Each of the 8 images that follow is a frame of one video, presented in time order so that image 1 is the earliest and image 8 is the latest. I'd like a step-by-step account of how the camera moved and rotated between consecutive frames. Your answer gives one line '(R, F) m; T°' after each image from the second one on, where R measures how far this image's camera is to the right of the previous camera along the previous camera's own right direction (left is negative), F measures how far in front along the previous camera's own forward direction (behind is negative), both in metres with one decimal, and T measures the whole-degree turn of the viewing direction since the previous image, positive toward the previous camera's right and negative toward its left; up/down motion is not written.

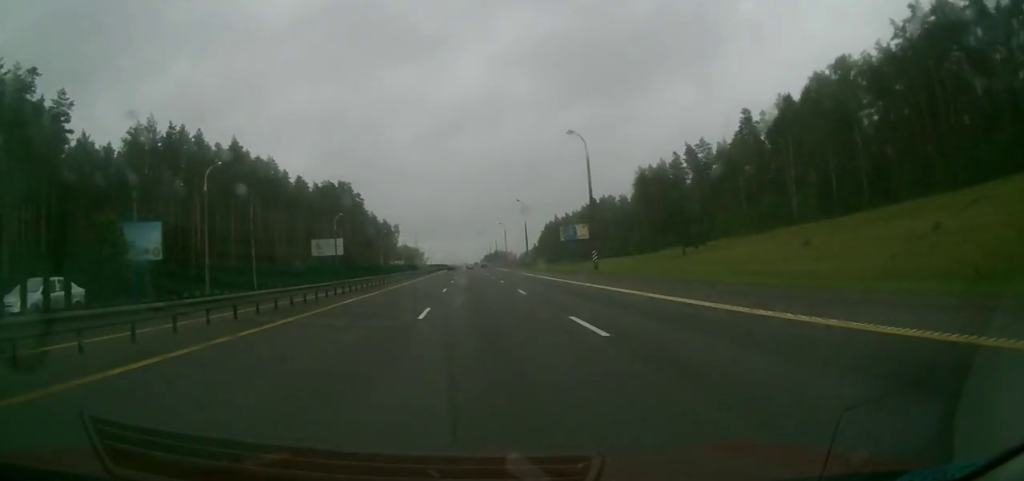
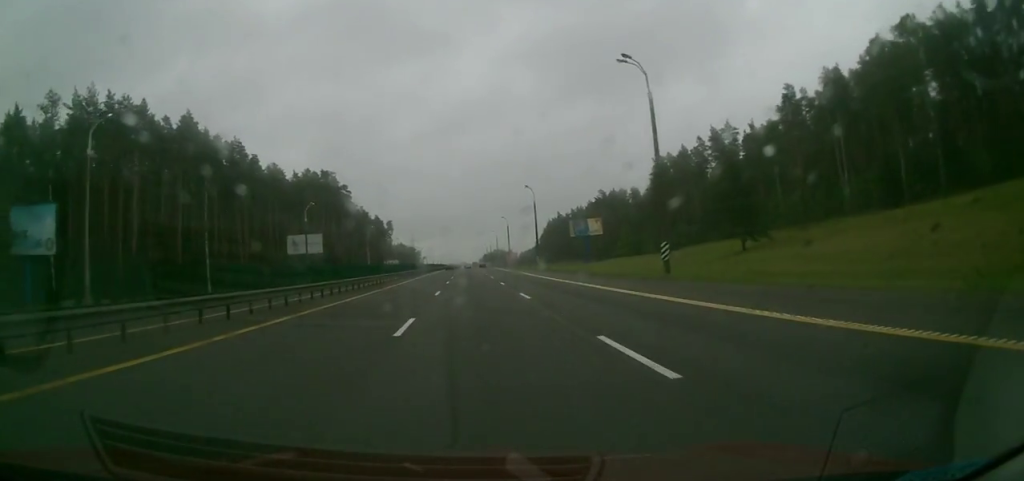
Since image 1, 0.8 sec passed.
(0.0, +20.1) m; 0°
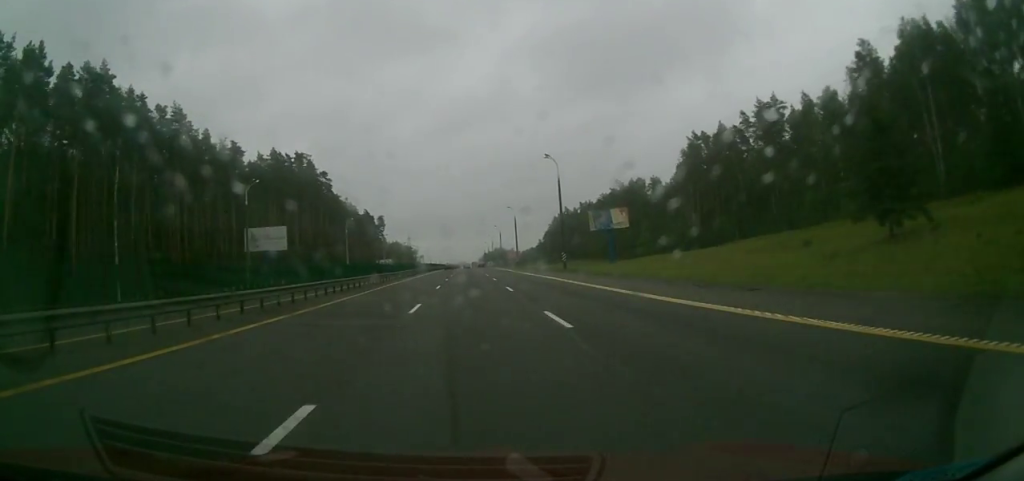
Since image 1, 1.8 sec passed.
(0.0, +26.2) m; +1°
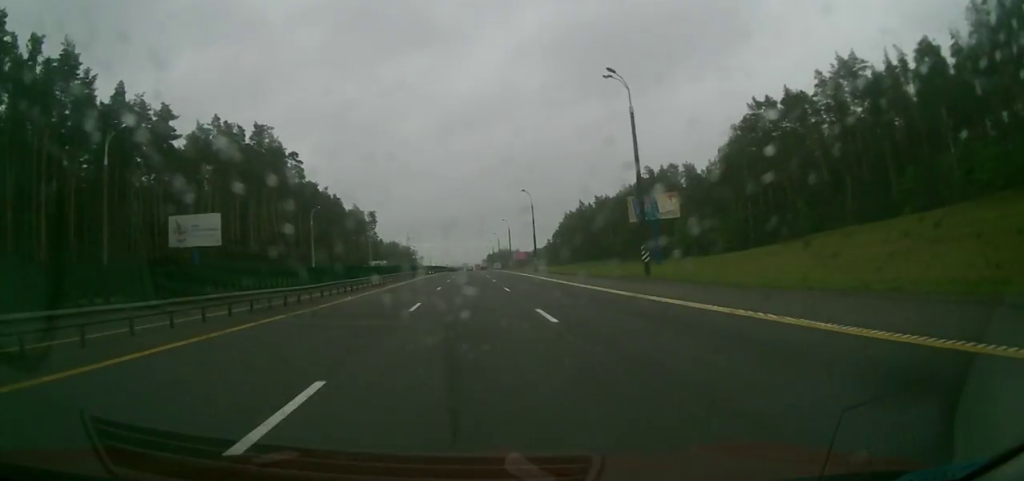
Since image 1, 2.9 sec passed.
(+0.5, +30.6) m; 0°
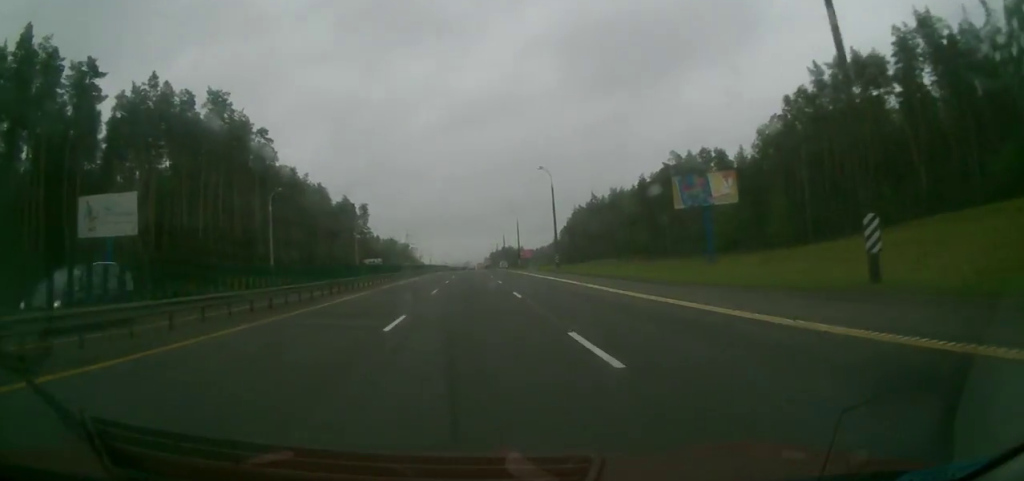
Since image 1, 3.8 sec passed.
(-0.3, +22.1) m; -1°
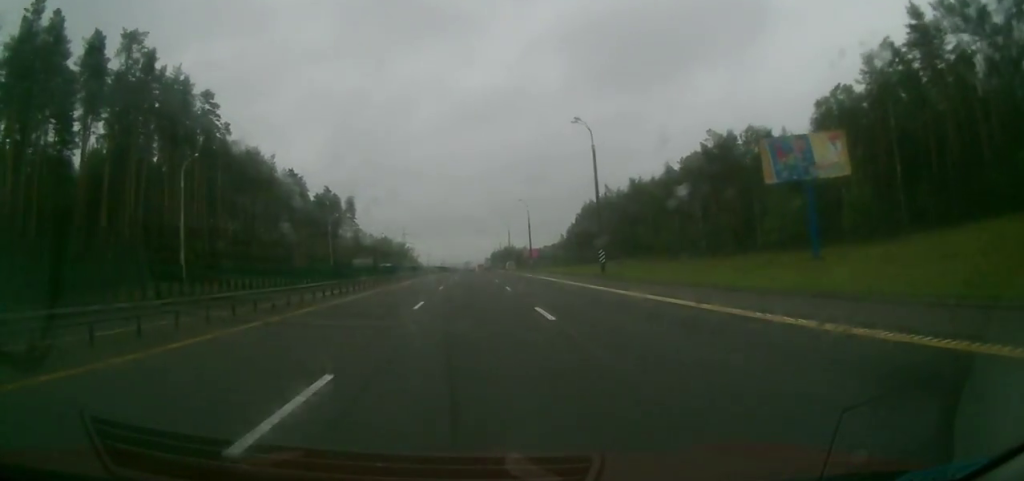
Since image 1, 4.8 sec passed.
(-0.2, +26.6) m; 0°
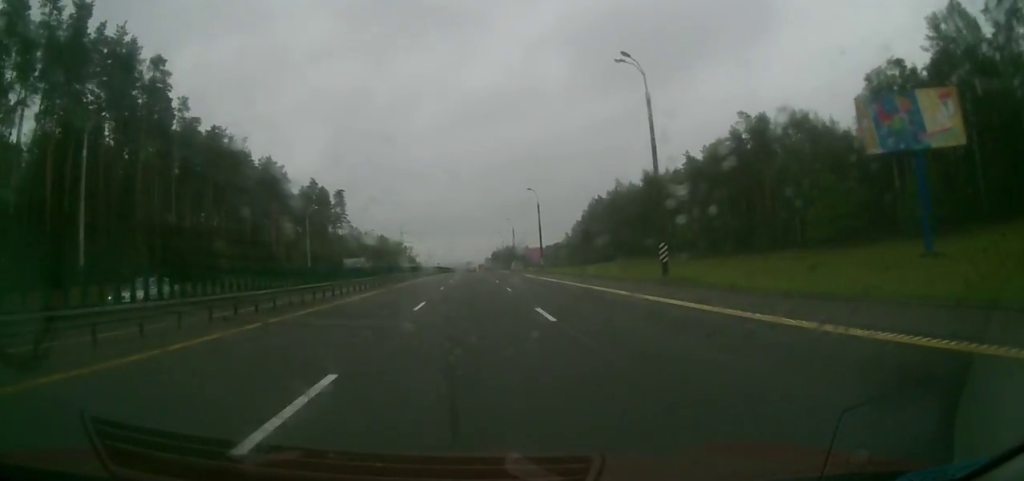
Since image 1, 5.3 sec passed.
(0.0, +15.1) m; 0°
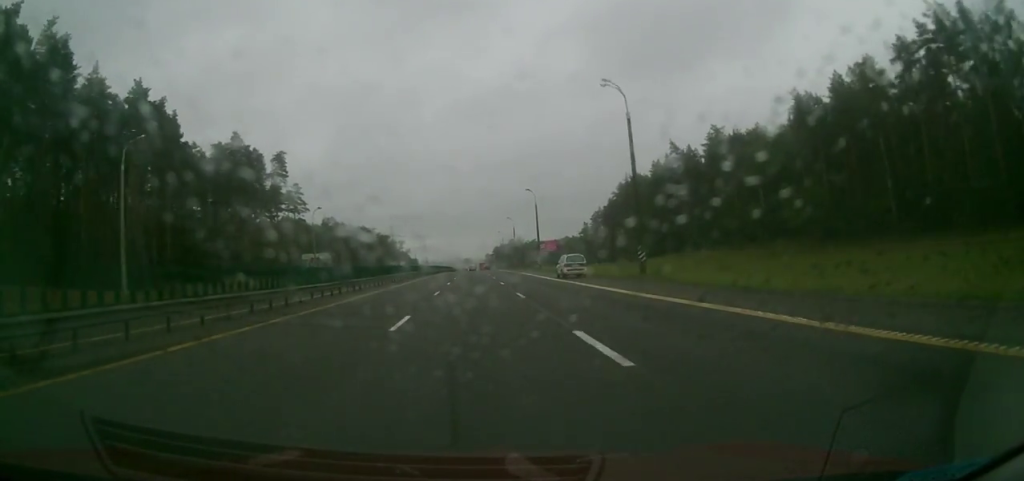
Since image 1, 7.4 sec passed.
(0.0, +55.0) m; 0°
